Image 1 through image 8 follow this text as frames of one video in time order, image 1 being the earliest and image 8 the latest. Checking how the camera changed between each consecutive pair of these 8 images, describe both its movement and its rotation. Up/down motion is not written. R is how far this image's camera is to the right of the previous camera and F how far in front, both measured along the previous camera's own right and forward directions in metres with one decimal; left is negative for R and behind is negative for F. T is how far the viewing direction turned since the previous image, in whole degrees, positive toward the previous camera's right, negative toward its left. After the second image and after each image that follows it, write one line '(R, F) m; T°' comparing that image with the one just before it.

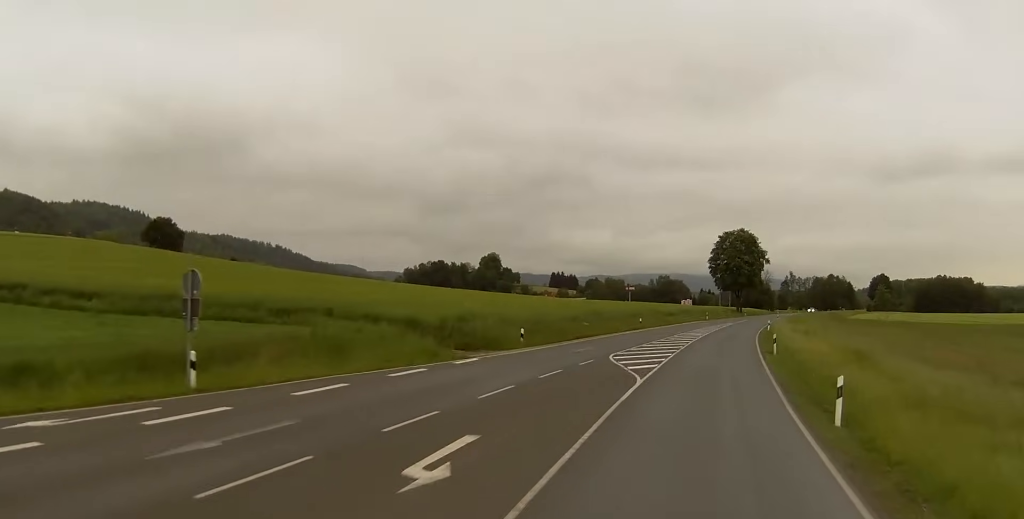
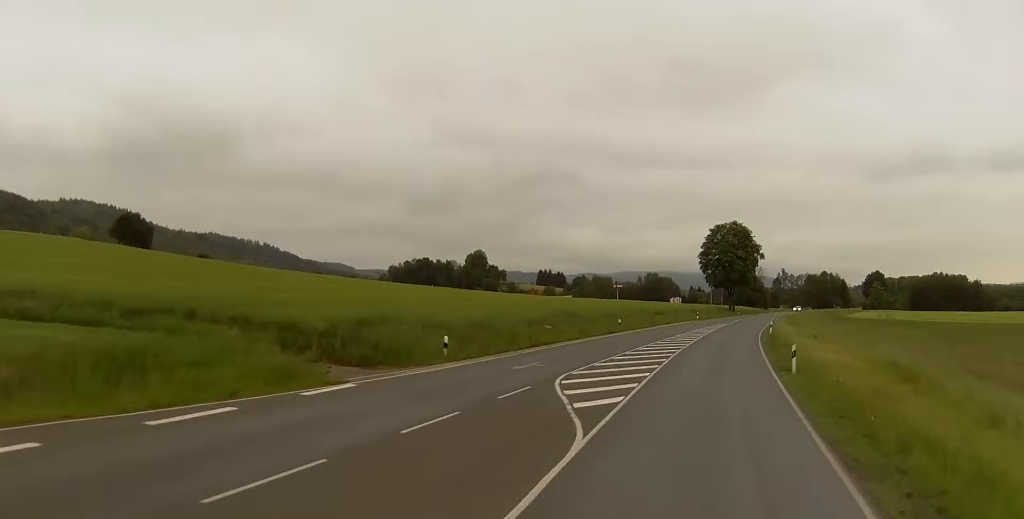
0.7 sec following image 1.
(-0.3, +12.2) m; 0°
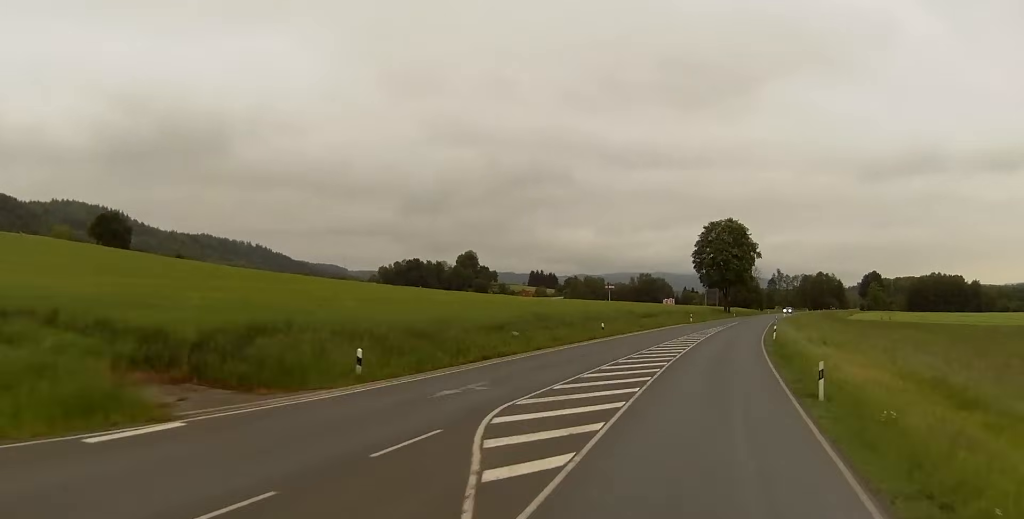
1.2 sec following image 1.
(0.0, +8.1) m; 0°
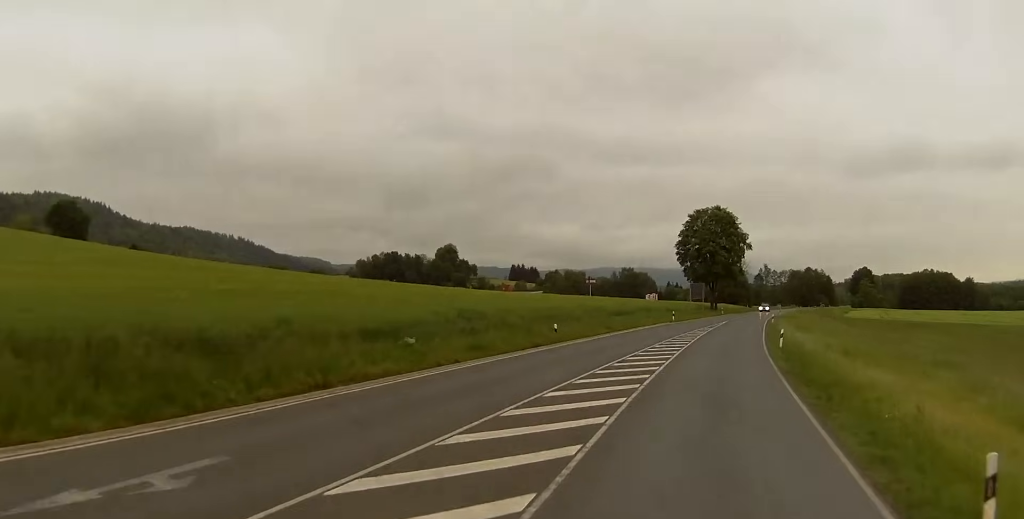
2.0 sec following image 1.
(+0.2, +14.5) m; +2°
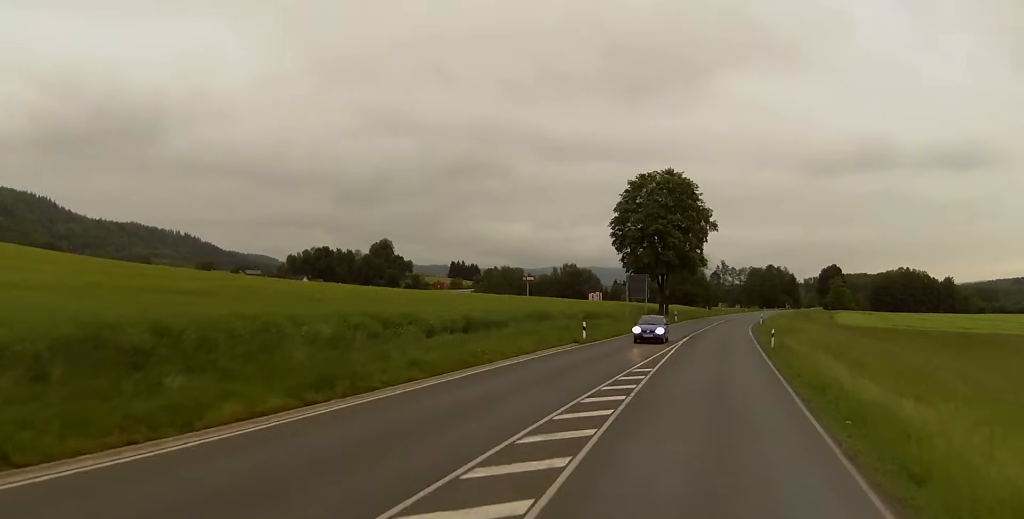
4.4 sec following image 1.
(+1.8, +41.4) m; +4°
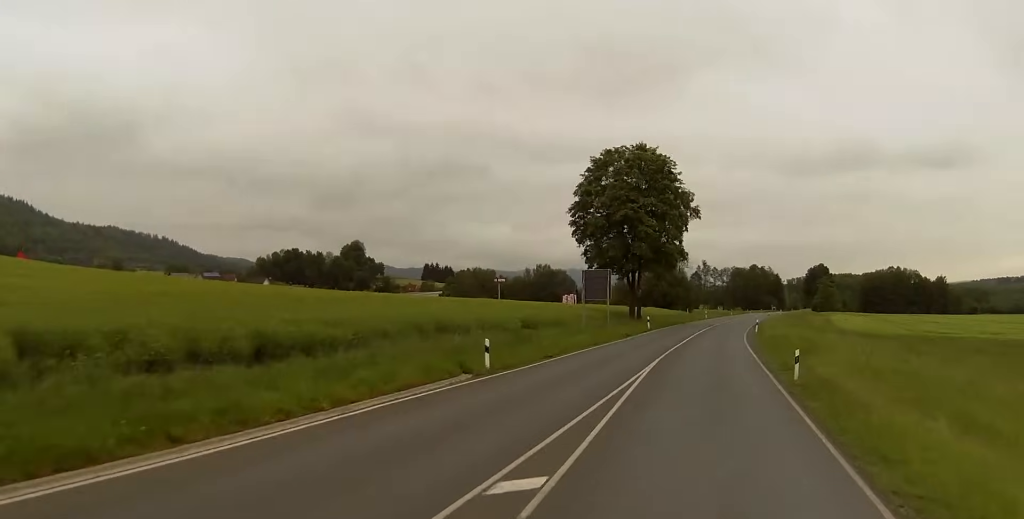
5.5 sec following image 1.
(+0.1, +18.3) m; 0°
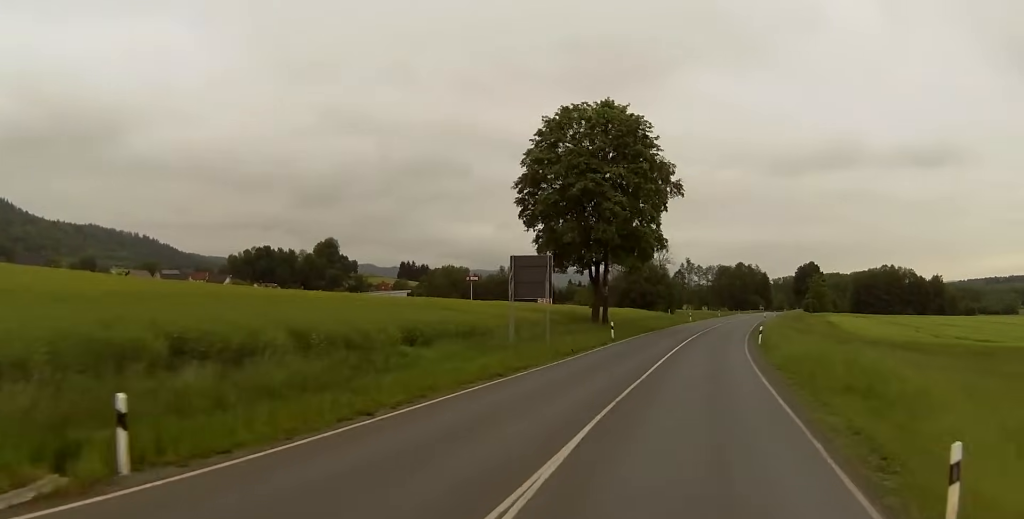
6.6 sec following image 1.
(0.0, +18.7) m; +1°
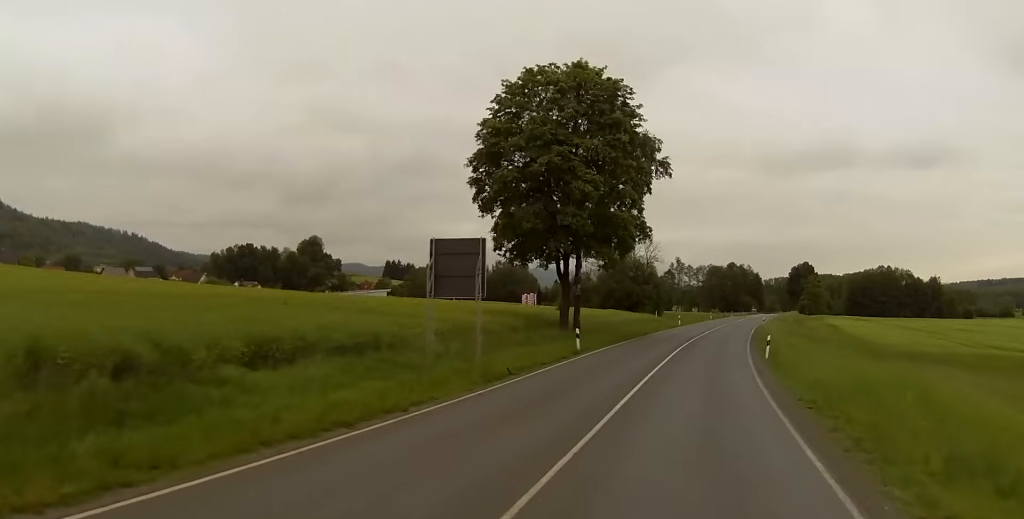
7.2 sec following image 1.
(0.0, +11.3) m; +1°
